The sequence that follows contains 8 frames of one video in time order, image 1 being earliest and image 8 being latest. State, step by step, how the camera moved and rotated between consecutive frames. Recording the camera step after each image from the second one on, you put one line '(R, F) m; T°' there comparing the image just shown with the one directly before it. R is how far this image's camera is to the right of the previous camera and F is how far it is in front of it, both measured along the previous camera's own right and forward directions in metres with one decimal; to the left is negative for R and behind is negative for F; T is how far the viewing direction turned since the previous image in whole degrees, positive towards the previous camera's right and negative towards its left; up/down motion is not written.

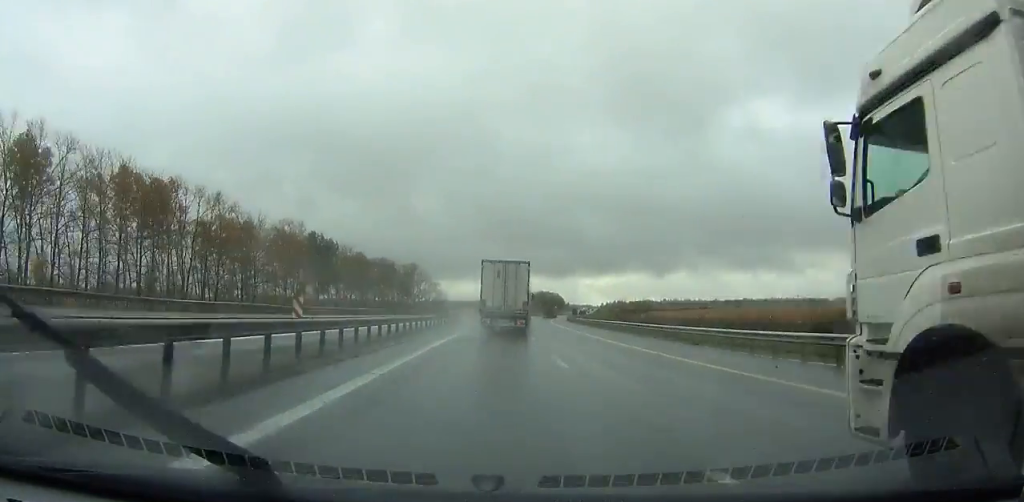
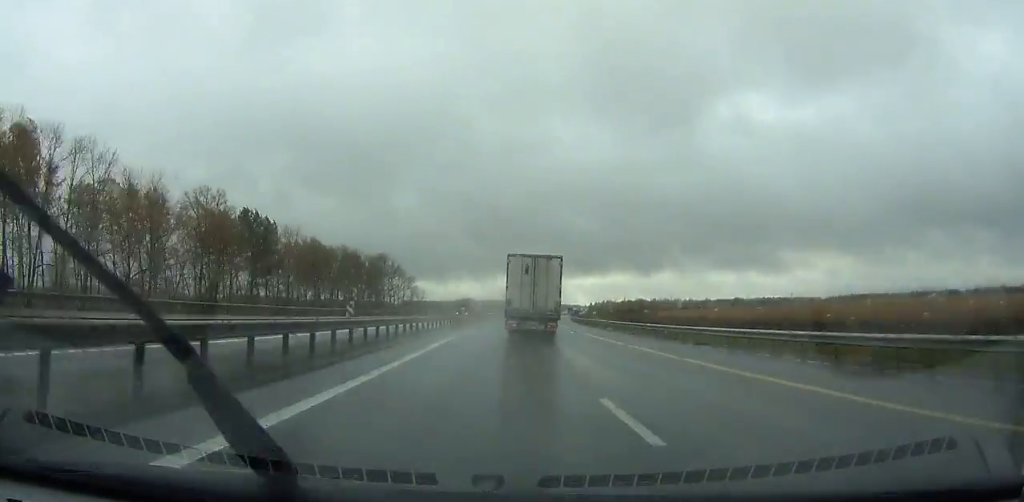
(0.0, +33.0) m; +2°
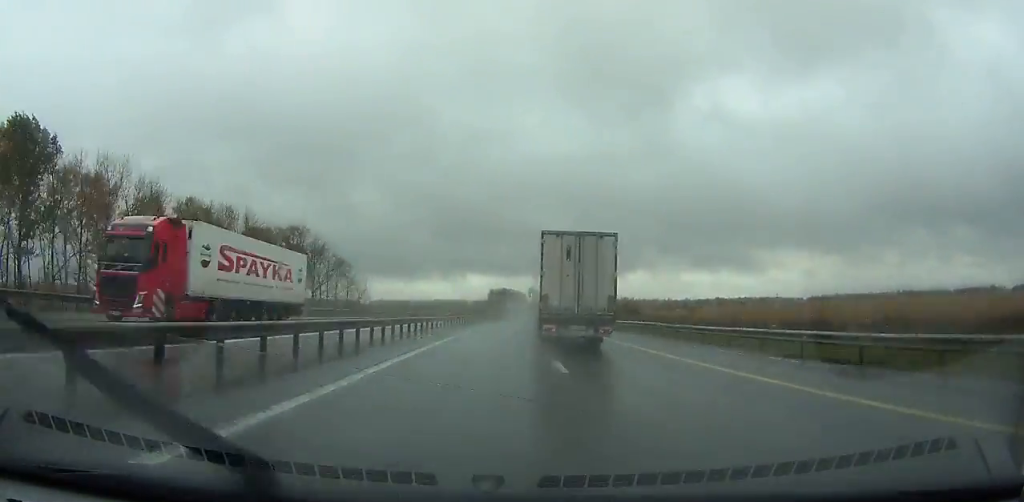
(+1.8, +53.2) m; +3°
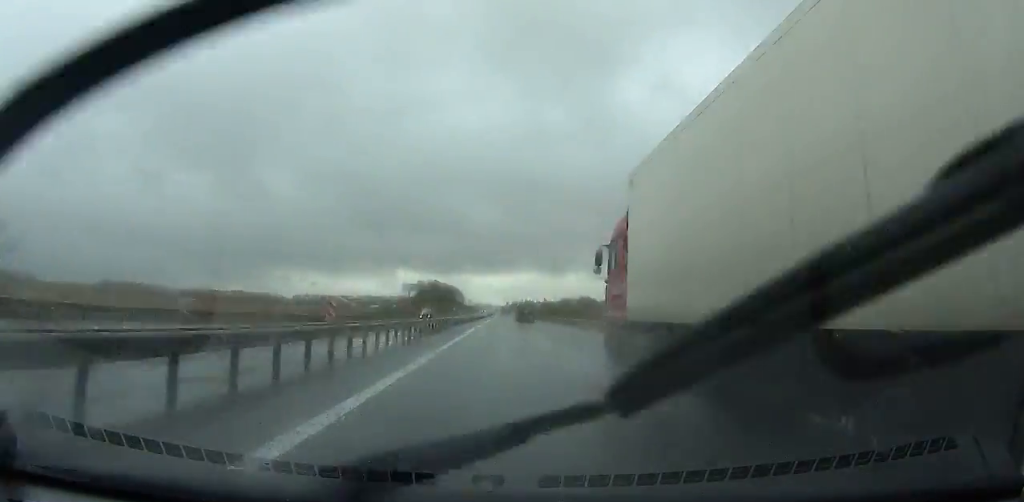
(+4.4, +109.2) m; +5°
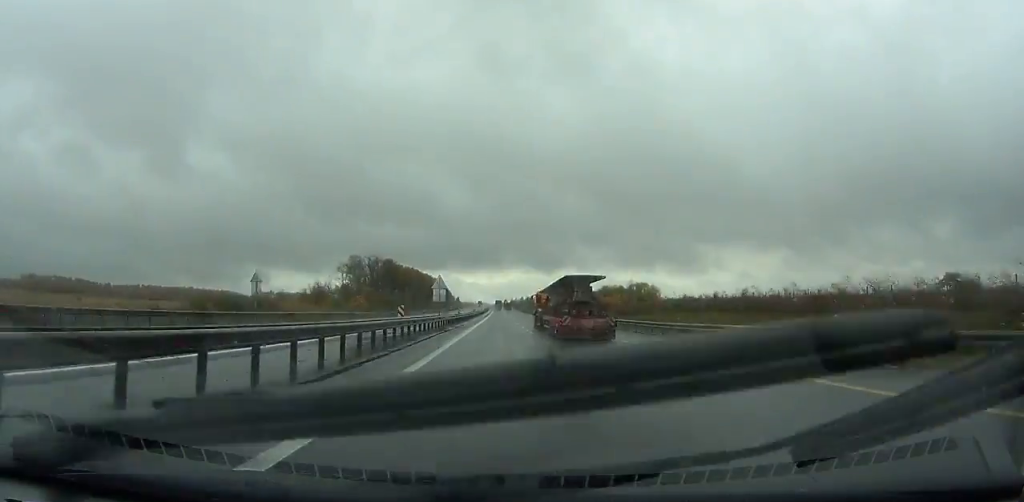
(+5.7, +186.0) m; +2°
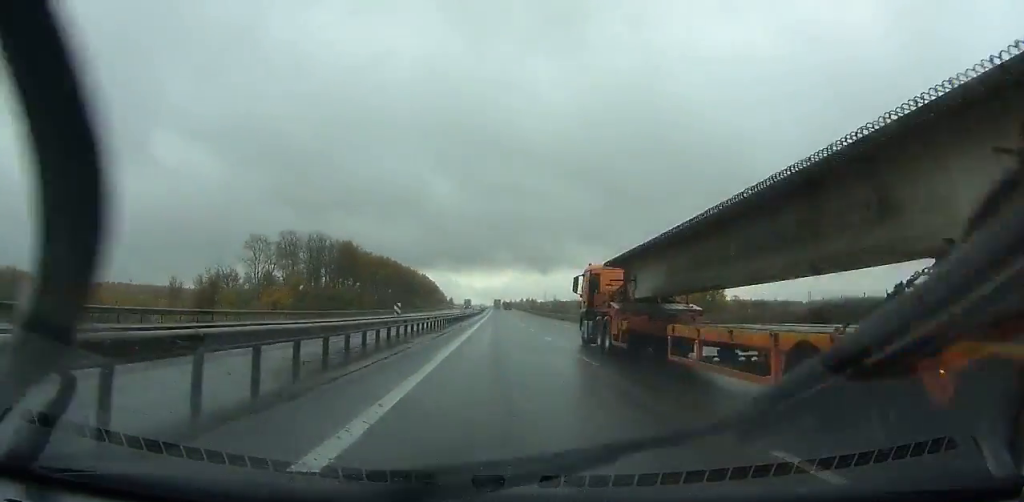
(-0.4, +82.1) m; 0°
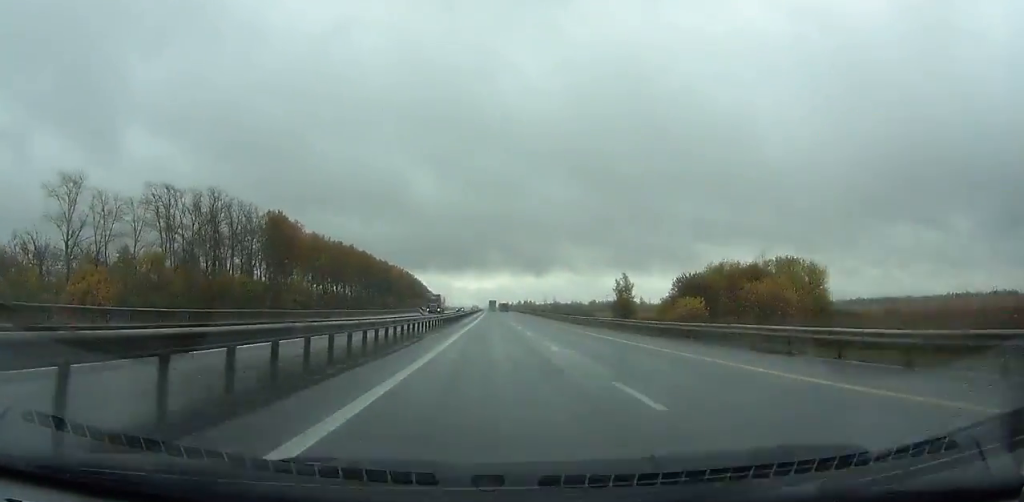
(+0.3, +67.2) m; 0°
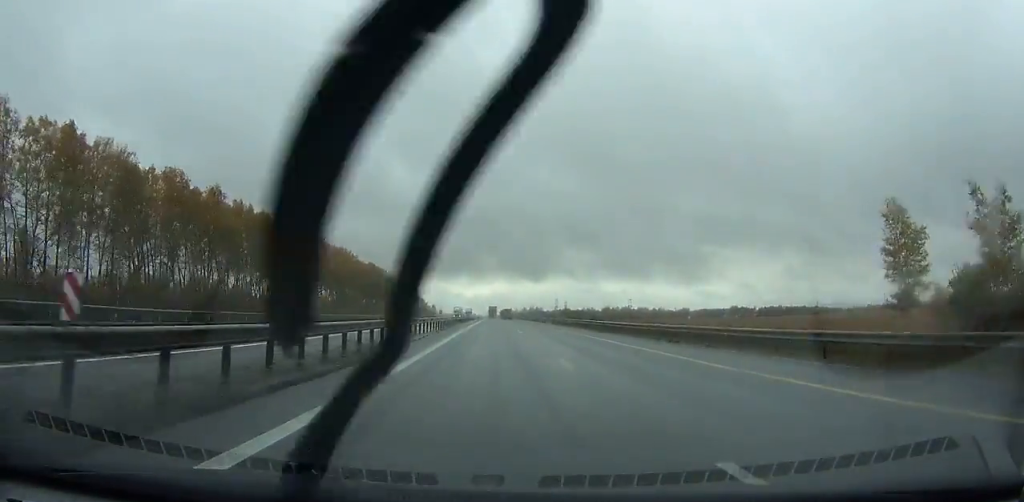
(-0.1, +113.8) m; 0°
